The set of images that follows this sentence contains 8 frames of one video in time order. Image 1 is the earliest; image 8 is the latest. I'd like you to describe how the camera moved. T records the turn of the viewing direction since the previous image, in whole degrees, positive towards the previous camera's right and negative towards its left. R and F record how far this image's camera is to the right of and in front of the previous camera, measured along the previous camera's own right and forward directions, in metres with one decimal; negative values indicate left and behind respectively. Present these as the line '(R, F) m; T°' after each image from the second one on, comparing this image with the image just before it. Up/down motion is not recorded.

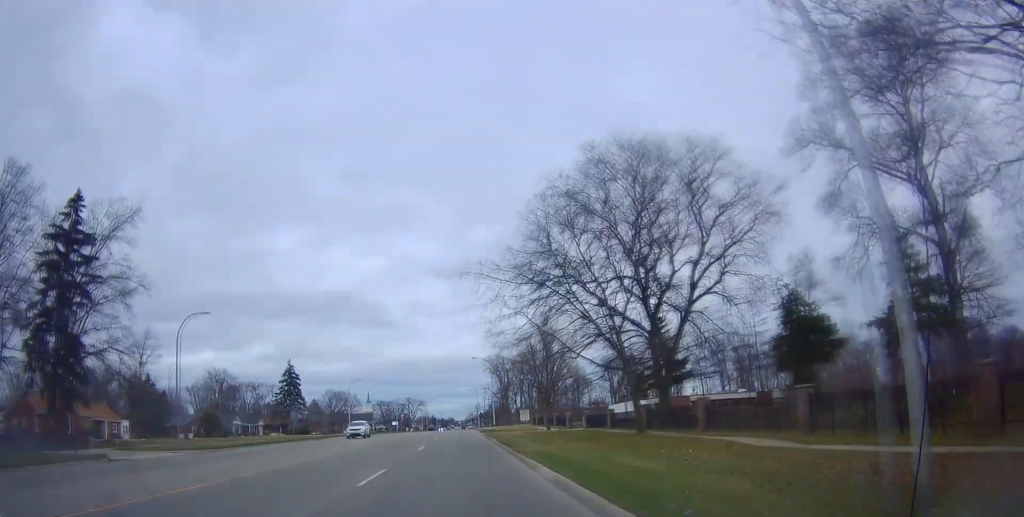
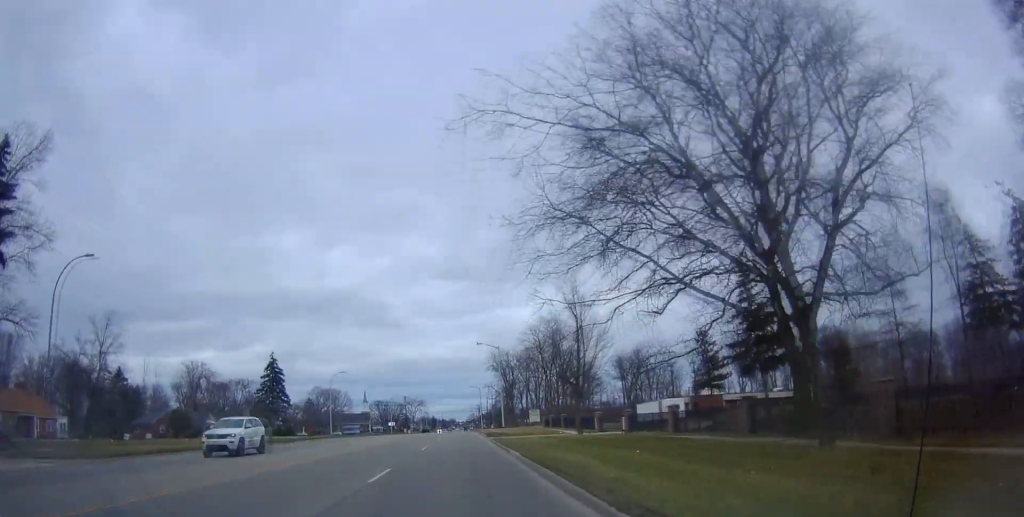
(0.0, +13.5) m; 0°
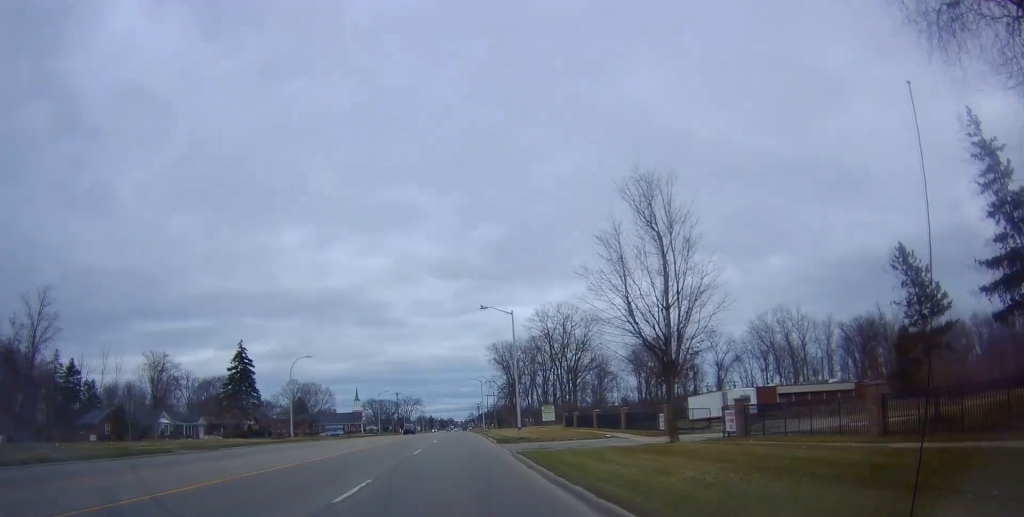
(0.0, +17.7) m; 0°
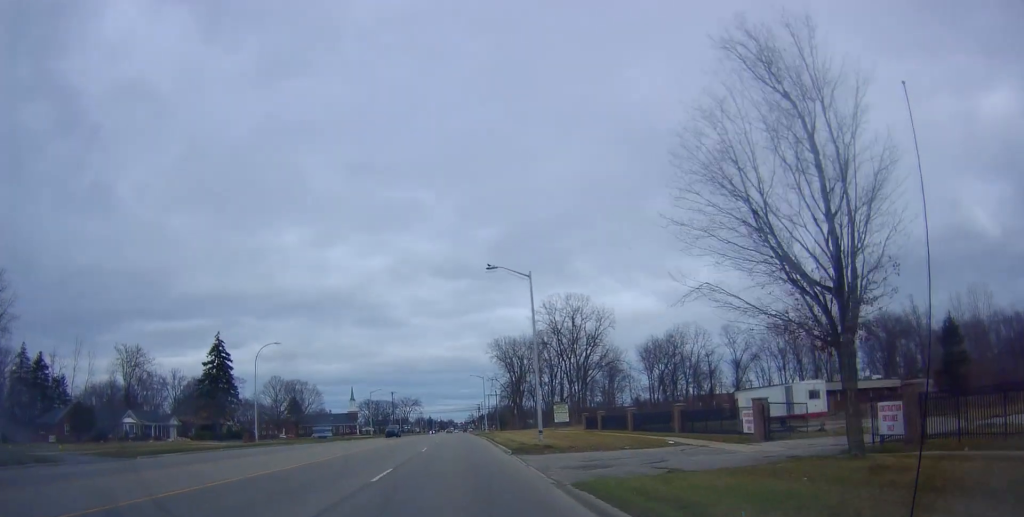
(+0.1, +10.9) m; -1°
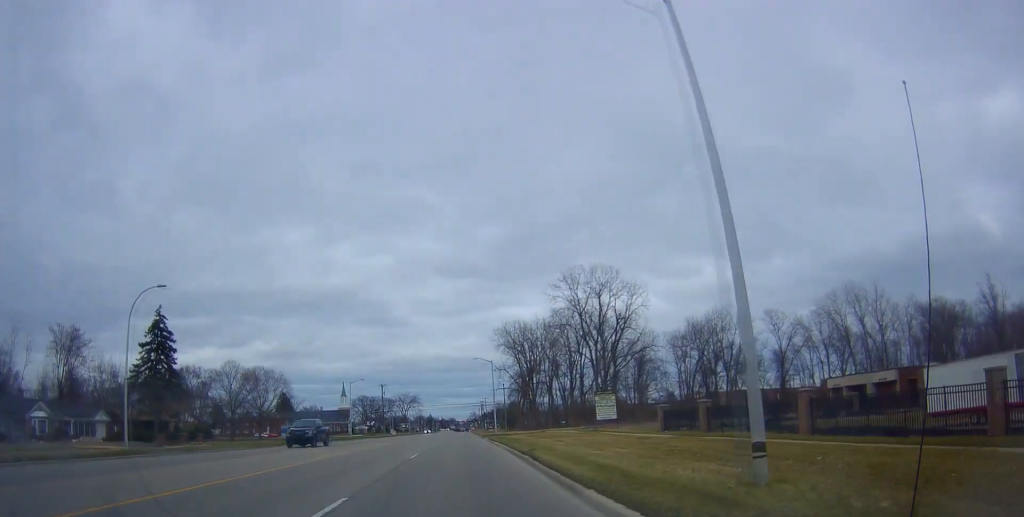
(-0.4, +22.2) m; 0°
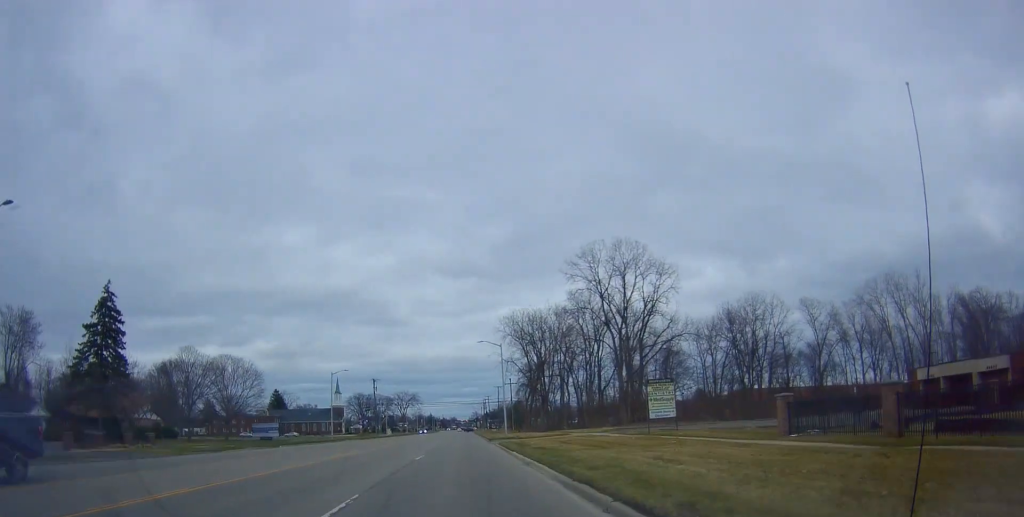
(+0.3, +14.4) m; 0°
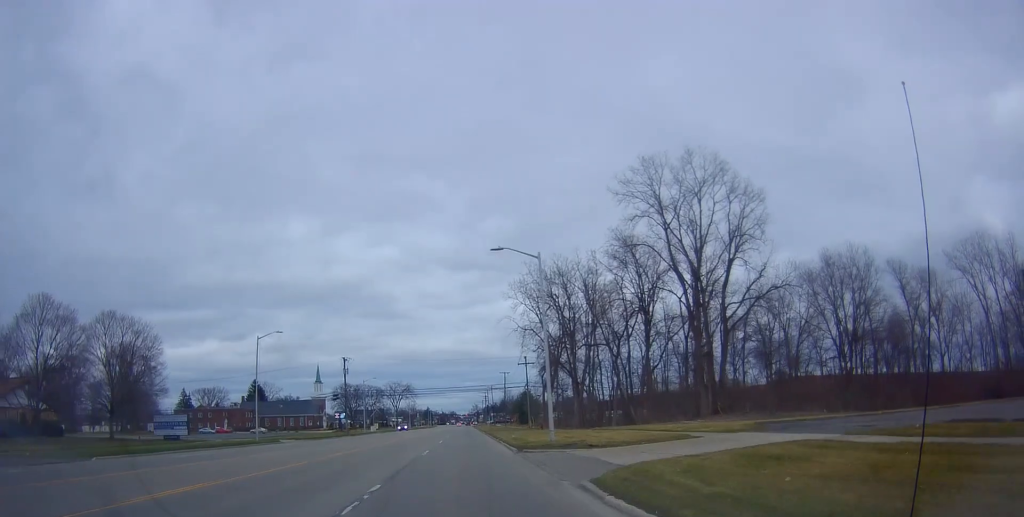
(-0.8, +29.7) m; -2°
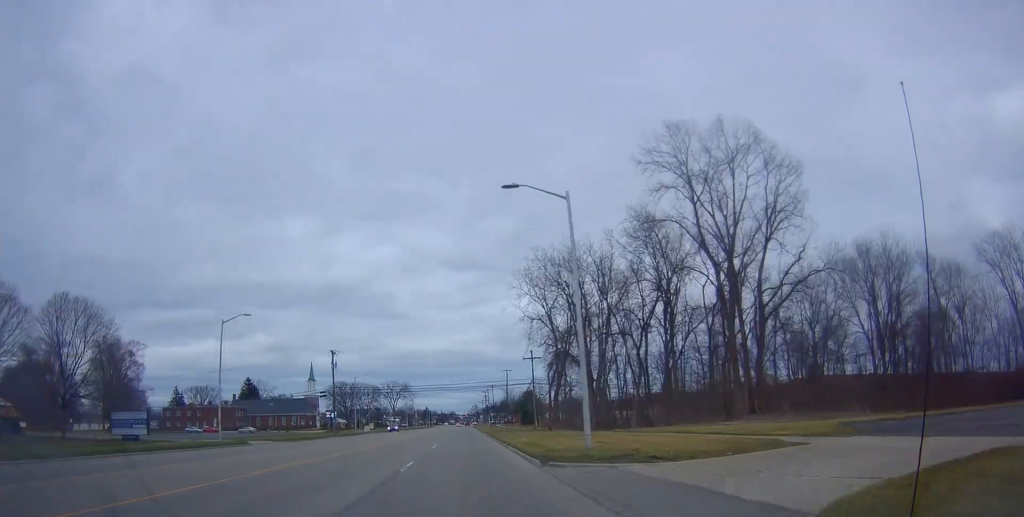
(0.0, +8.1) m; +1°
